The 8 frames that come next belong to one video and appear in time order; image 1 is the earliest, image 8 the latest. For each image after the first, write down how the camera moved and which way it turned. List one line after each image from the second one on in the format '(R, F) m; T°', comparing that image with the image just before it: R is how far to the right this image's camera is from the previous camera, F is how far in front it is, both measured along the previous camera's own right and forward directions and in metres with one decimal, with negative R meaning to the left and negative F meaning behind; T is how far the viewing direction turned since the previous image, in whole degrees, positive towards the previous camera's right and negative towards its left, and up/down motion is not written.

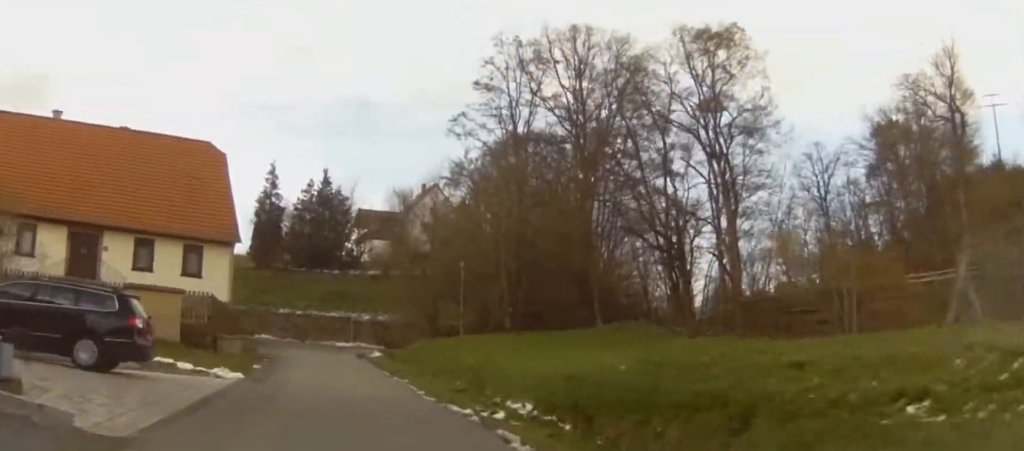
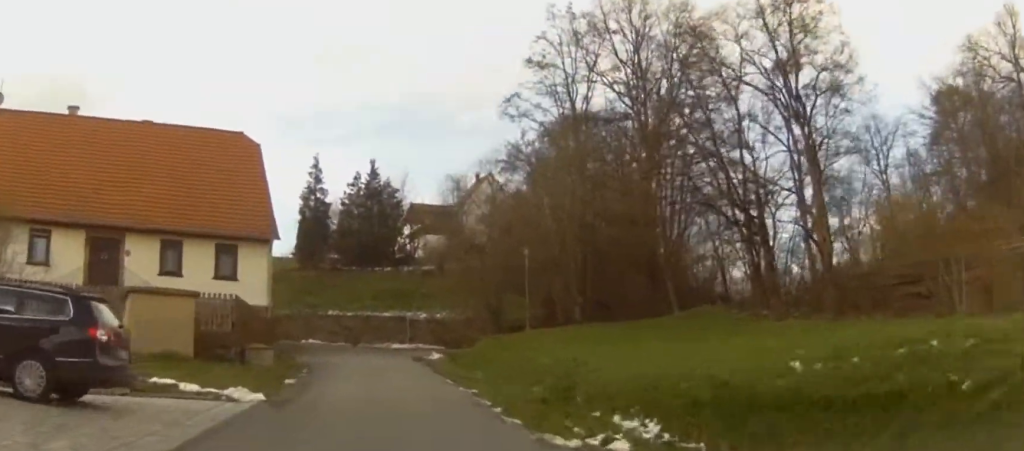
(-0.2, +4.9) m; -3°
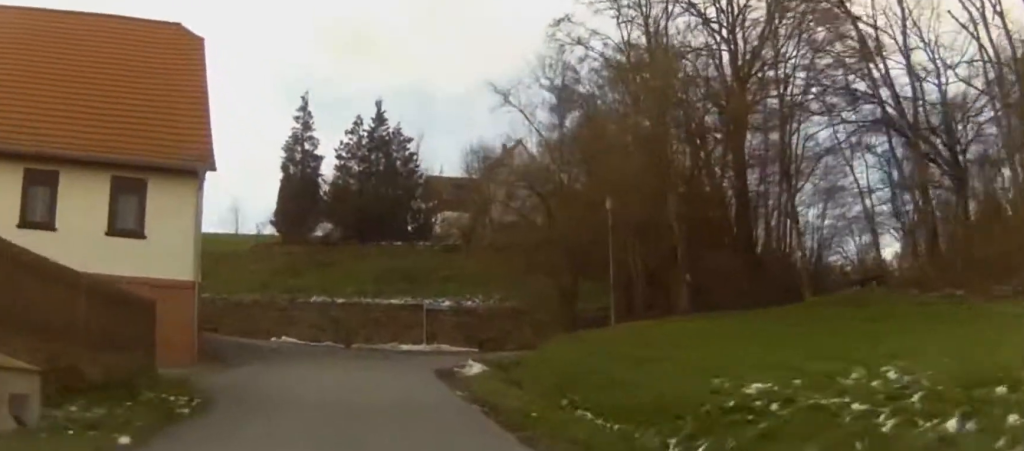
(-1.1, +16.1) m; -7°
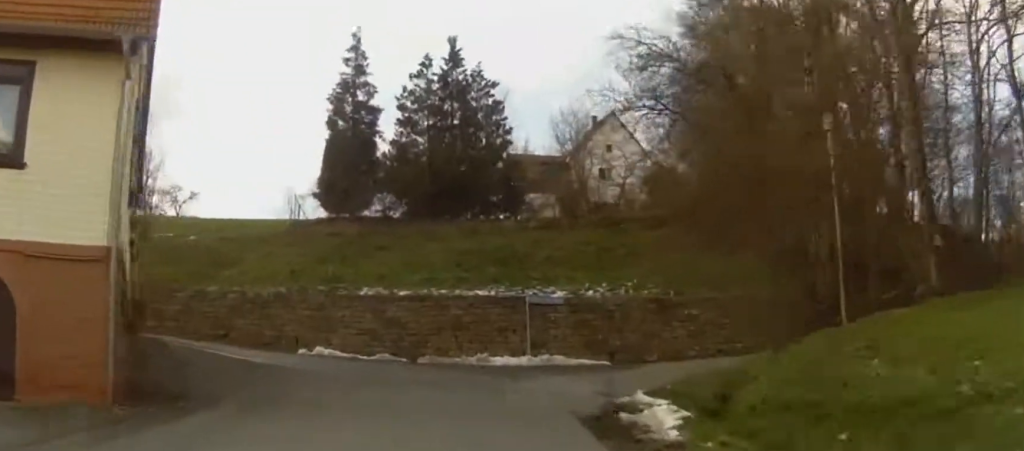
(-0.3, +11.9) m; -2°
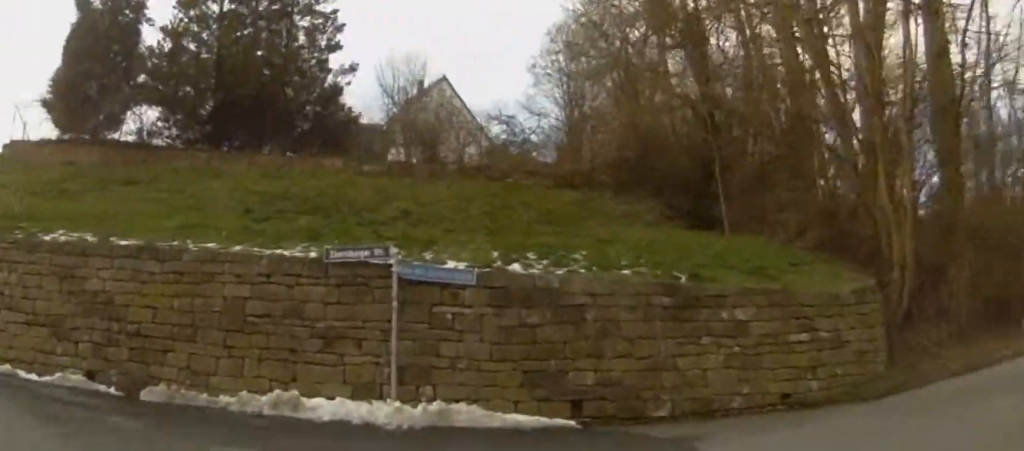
(0.0, +15.9) m; +5°
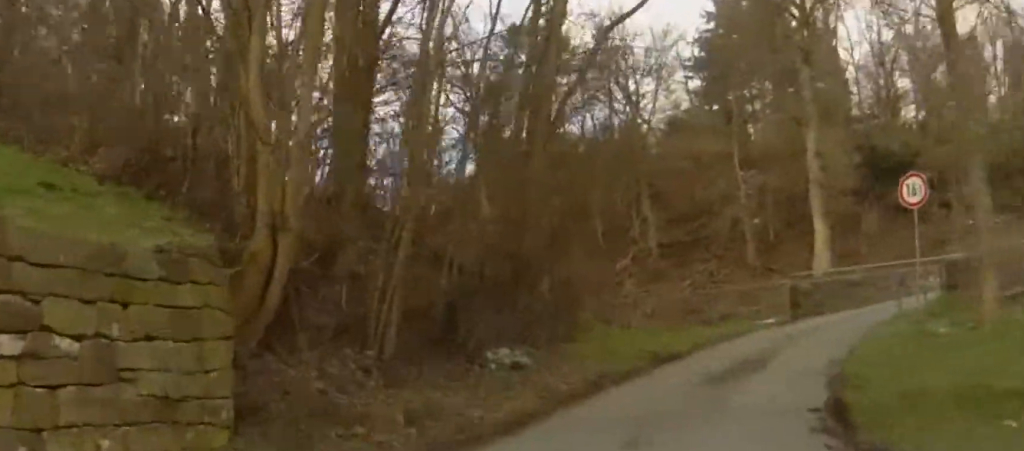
(+2.8, +10.9) m; +35°
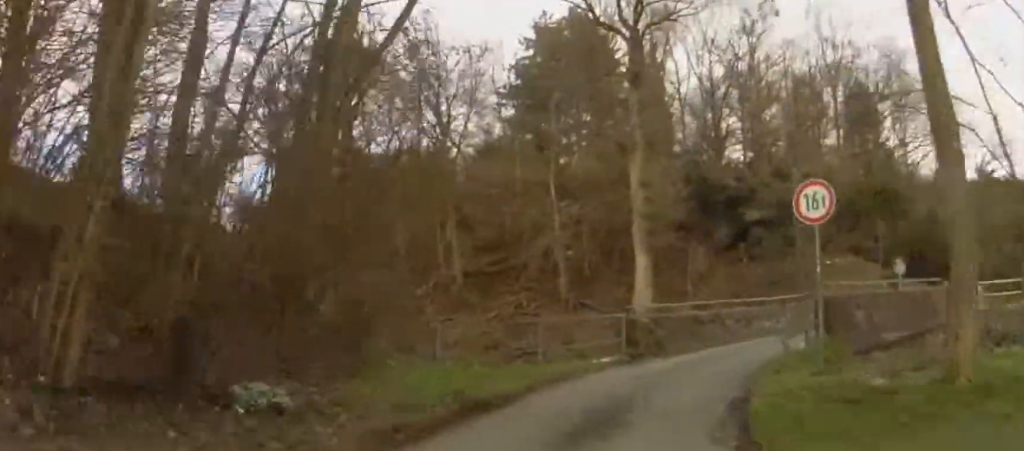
(+0.7, +3.6) m; +15°
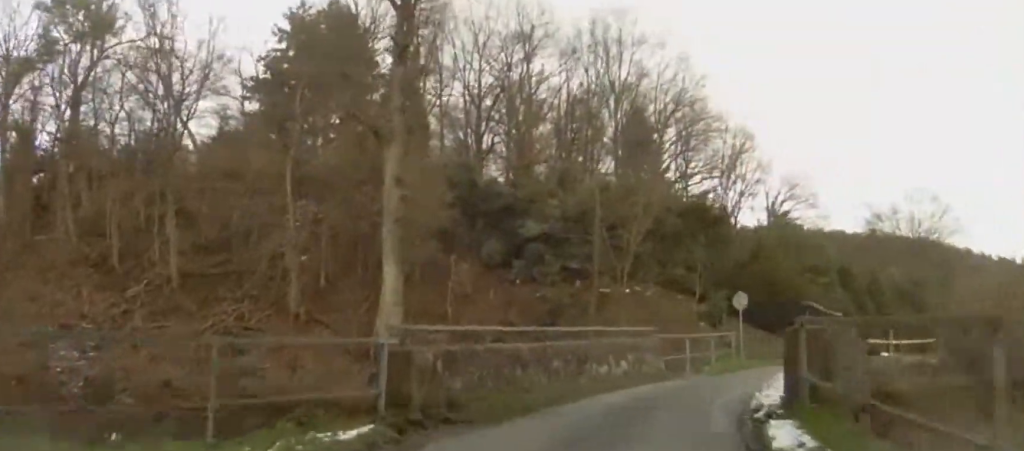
(+1.8, +8.8) m; +20°
